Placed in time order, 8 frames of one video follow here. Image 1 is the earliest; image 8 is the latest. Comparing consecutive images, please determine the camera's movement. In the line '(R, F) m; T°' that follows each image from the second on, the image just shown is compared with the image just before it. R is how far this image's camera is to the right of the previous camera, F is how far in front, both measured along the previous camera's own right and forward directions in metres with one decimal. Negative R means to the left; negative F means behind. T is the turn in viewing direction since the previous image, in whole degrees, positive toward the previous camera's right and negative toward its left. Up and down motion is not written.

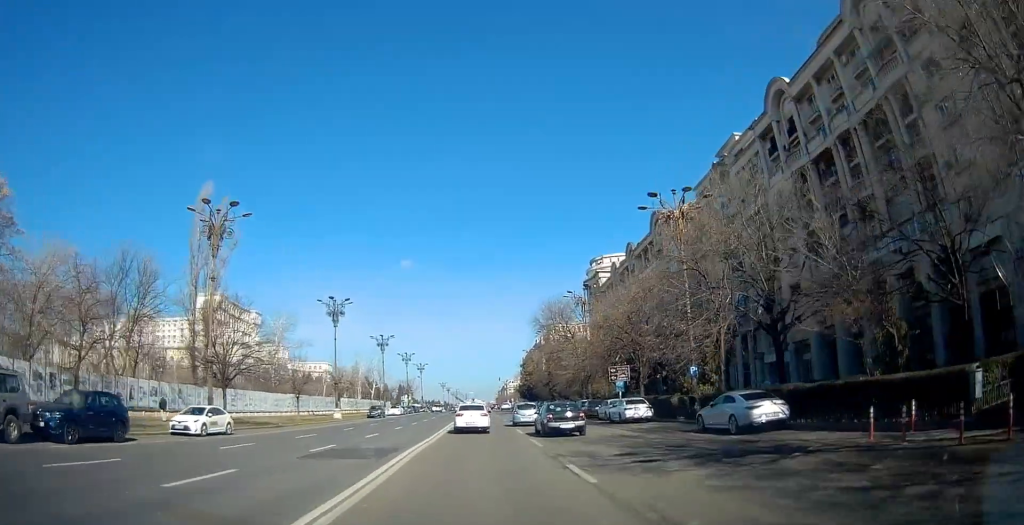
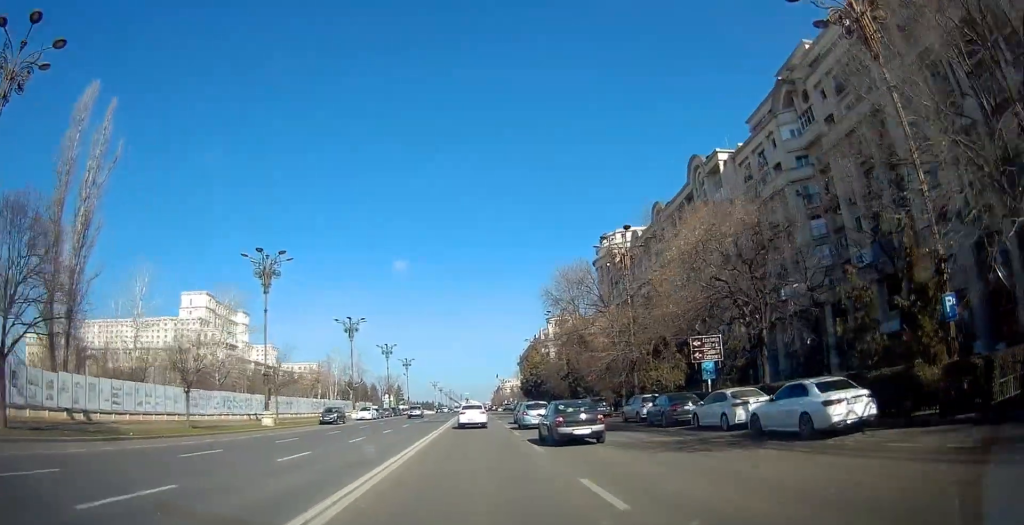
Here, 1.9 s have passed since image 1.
(-0.2, +20.9) m; -1°
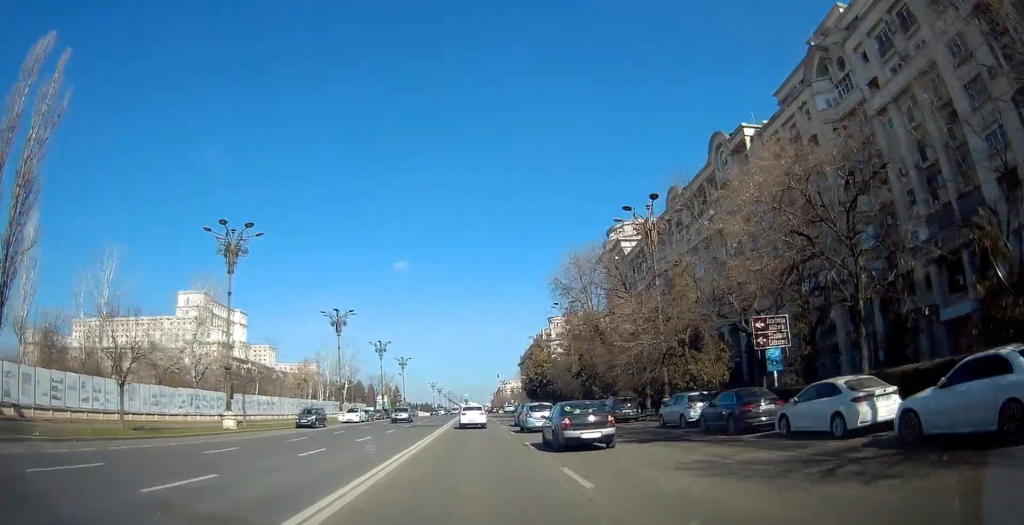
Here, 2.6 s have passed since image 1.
(+0.1, +7.2) m; +1°
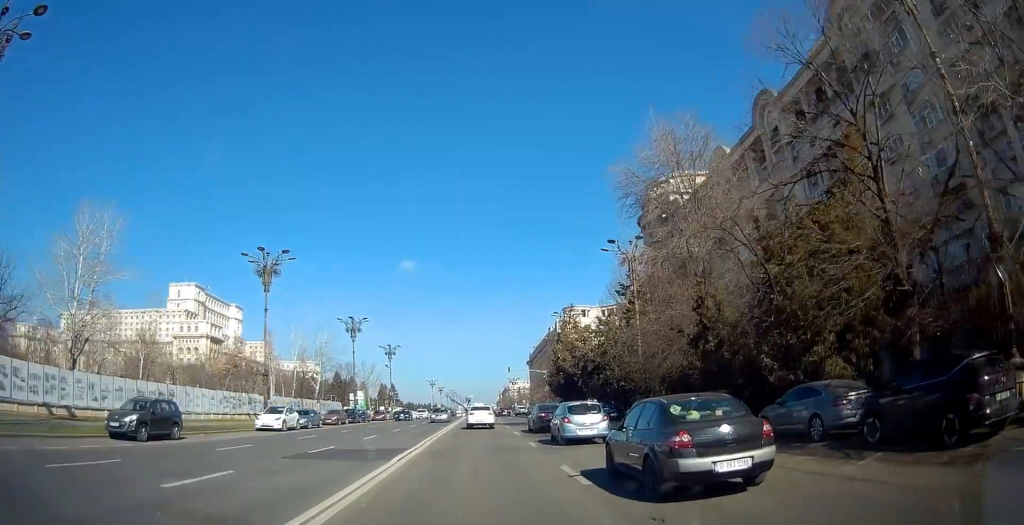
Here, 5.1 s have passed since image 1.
(+0.3, +26.5) m; -1°
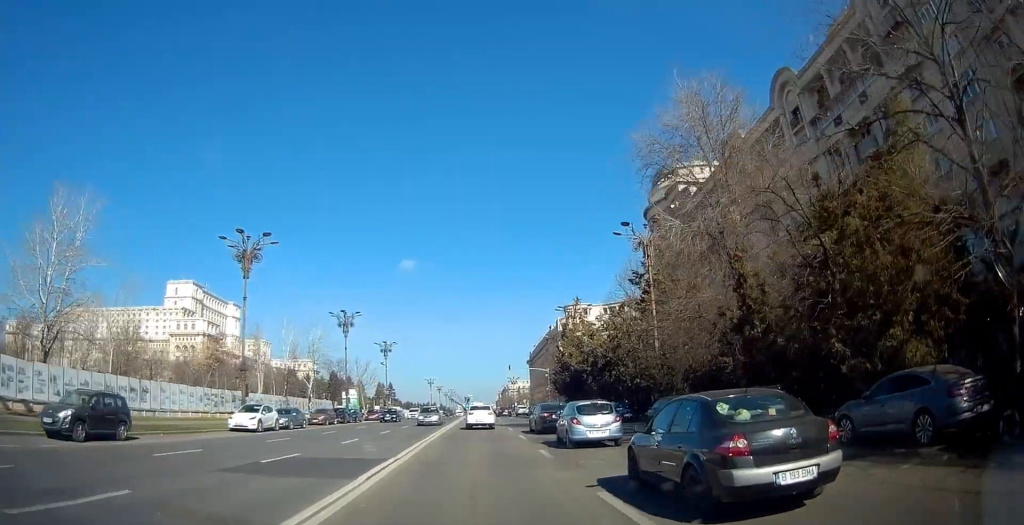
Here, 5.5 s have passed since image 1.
(0.0, +4.2) m; -1°
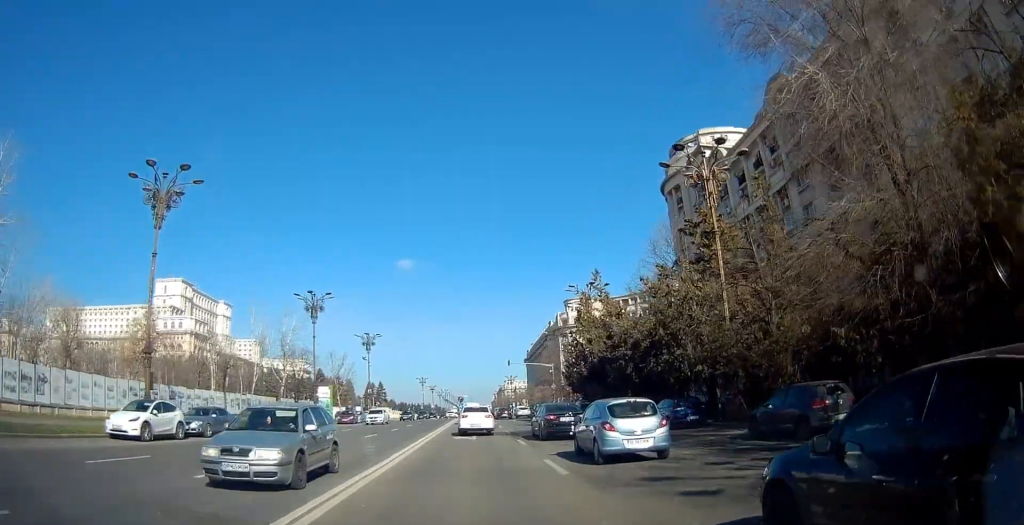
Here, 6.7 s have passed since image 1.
(-0.4, +12.3) m; -2°
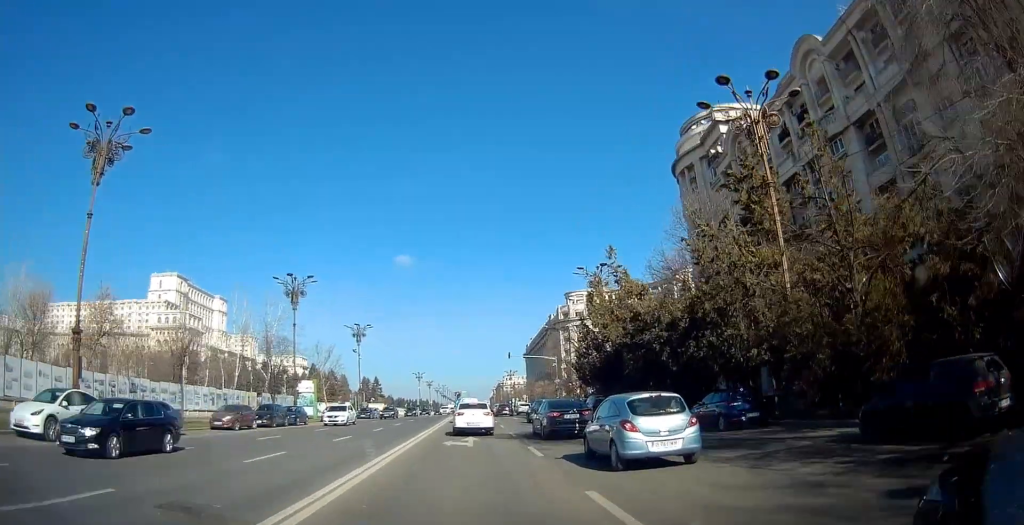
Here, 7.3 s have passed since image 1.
(0.0, +6.3) m; -1°
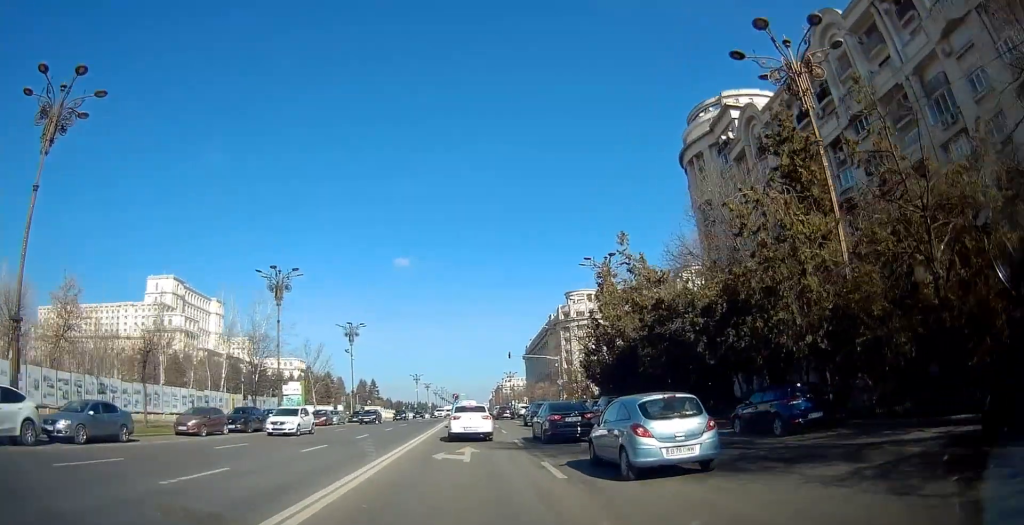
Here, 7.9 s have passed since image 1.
(0.0, +4.7) m; -1°
